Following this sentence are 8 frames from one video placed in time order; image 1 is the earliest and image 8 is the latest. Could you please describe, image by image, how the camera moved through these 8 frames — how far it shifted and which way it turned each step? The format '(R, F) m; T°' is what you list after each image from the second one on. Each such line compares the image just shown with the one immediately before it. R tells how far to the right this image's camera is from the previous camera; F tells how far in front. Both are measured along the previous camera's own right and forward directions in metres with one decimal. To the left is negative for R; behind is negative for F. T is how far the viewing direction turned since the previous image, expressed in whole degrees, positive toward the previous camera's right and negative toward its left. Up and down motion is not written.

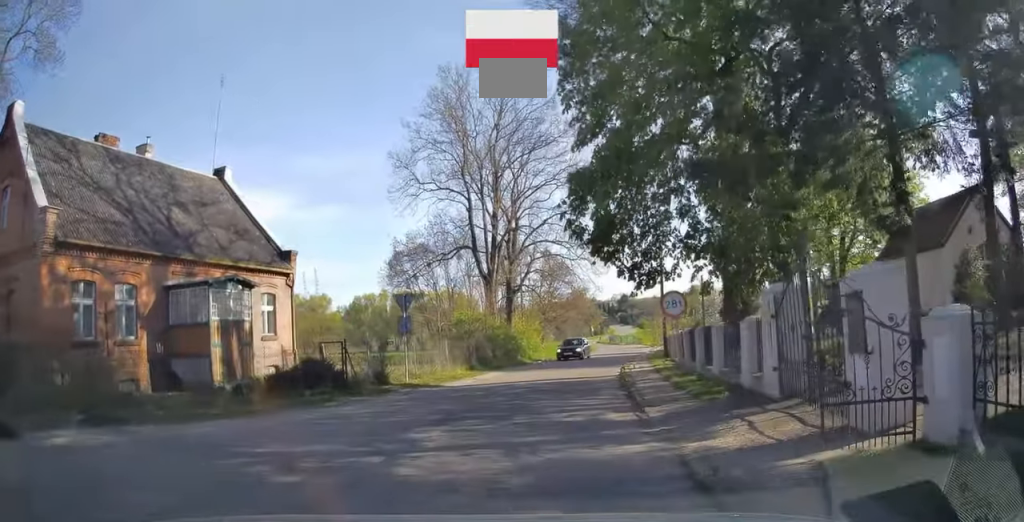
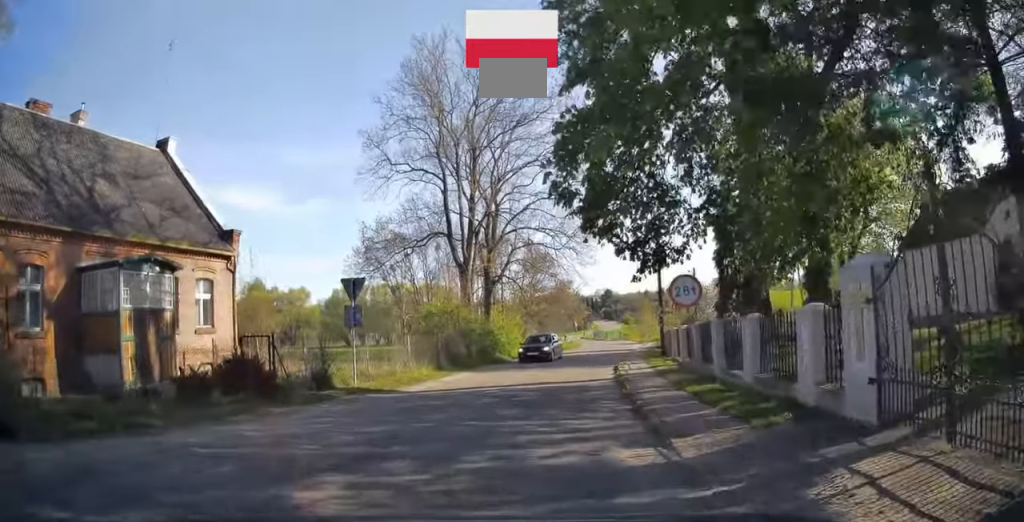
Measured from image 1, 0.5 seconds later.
(+0.1, +3.6) m; +4°
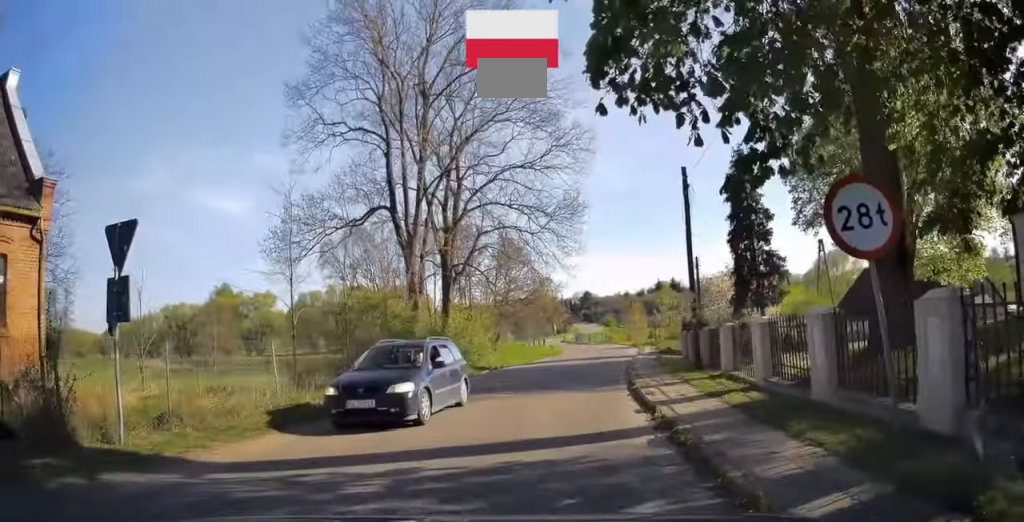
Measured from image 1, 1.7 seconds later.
(+0.5, +9.2) m; +3°
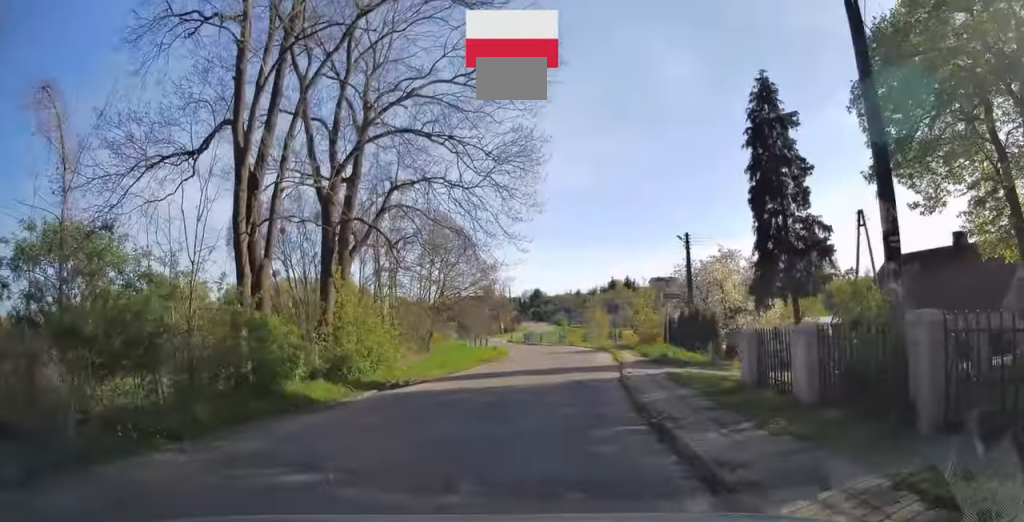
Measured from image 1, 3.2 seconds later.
(+0.4, +12.1) m; +4°
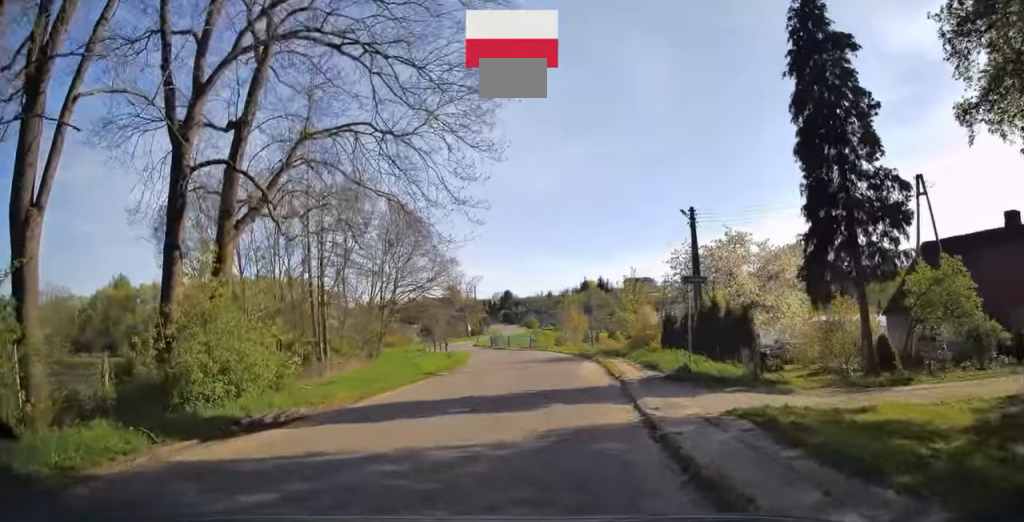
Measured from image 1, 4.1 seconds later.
(+0.2, +8.3) m; 0°
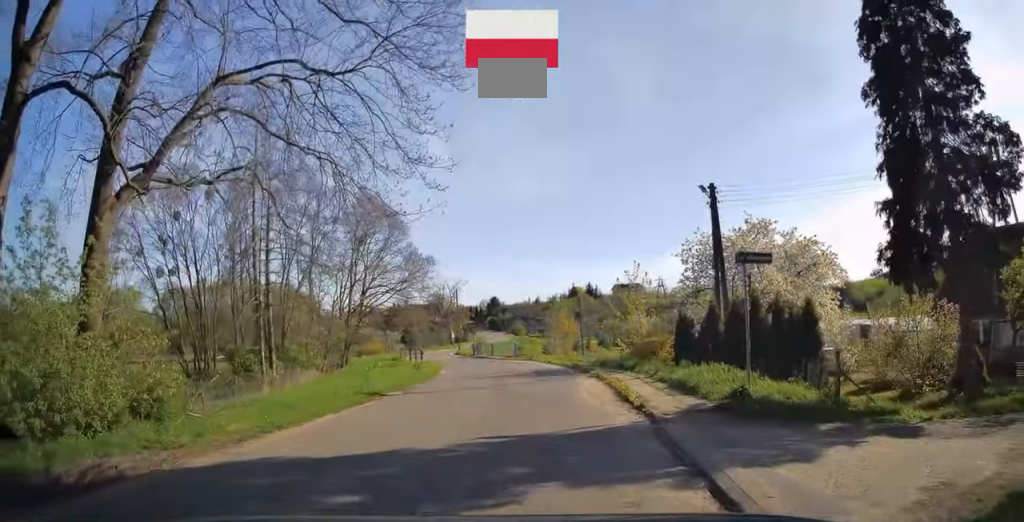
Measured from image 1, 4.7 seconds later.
(+0.1, +5.7) m; -2°
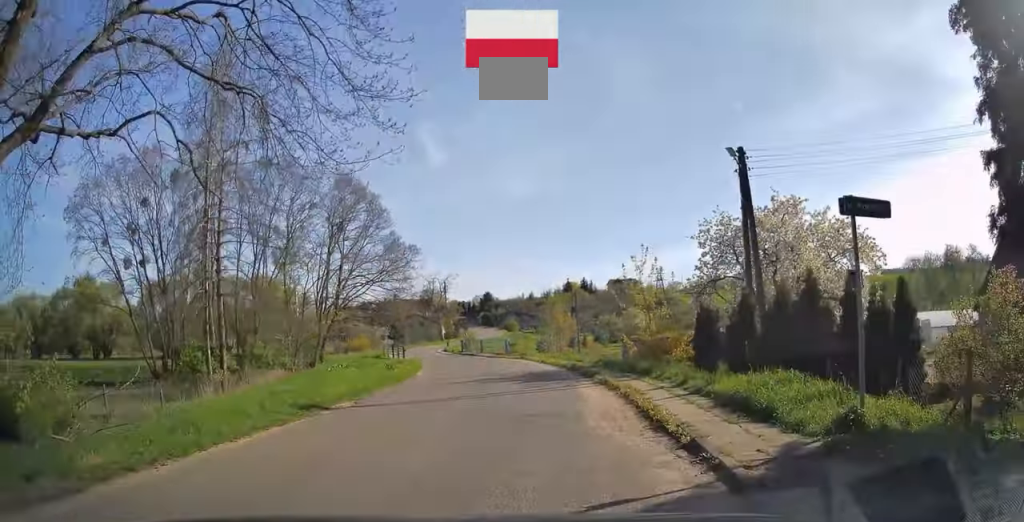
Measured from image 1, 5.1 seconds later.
(-0.2, +4.2) m; -2°
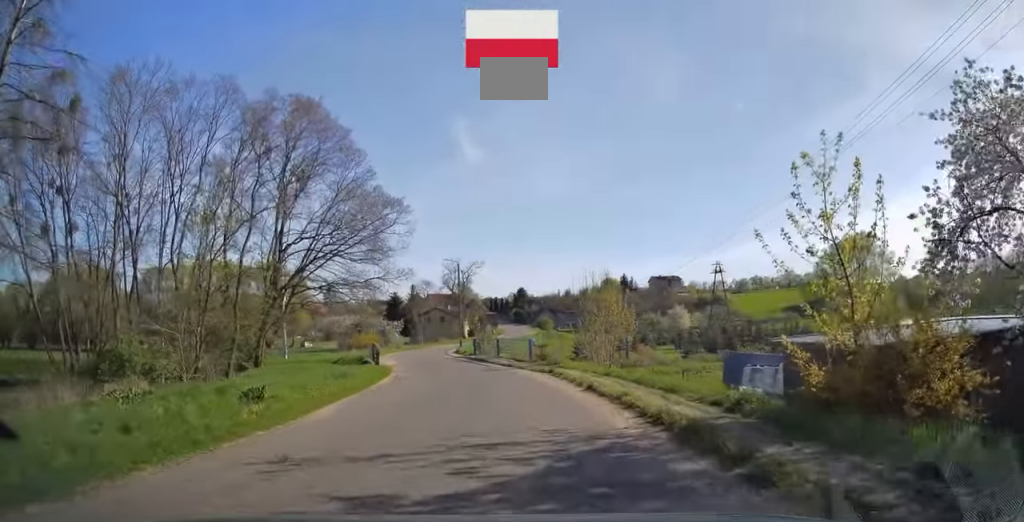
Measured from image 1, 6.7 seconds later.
(-0.4, +14.8) m; -2°
